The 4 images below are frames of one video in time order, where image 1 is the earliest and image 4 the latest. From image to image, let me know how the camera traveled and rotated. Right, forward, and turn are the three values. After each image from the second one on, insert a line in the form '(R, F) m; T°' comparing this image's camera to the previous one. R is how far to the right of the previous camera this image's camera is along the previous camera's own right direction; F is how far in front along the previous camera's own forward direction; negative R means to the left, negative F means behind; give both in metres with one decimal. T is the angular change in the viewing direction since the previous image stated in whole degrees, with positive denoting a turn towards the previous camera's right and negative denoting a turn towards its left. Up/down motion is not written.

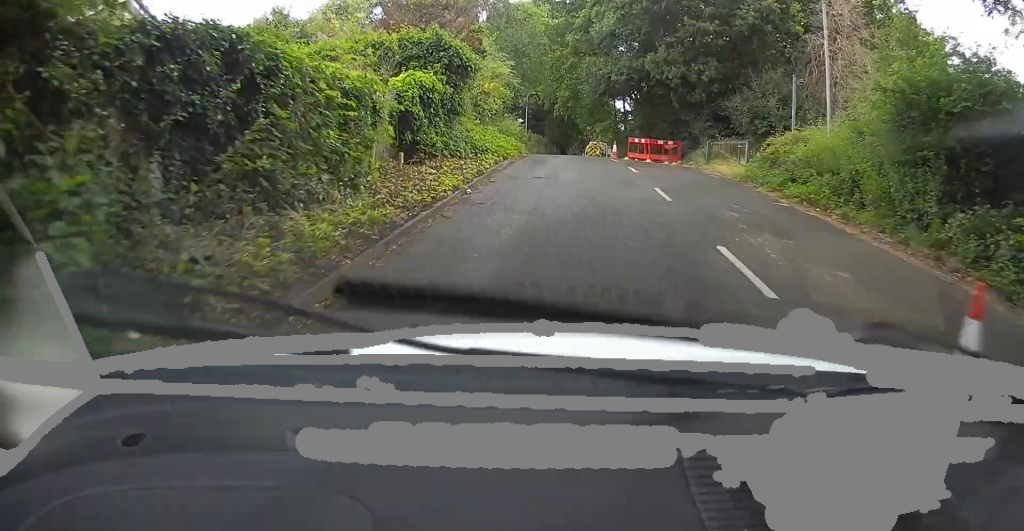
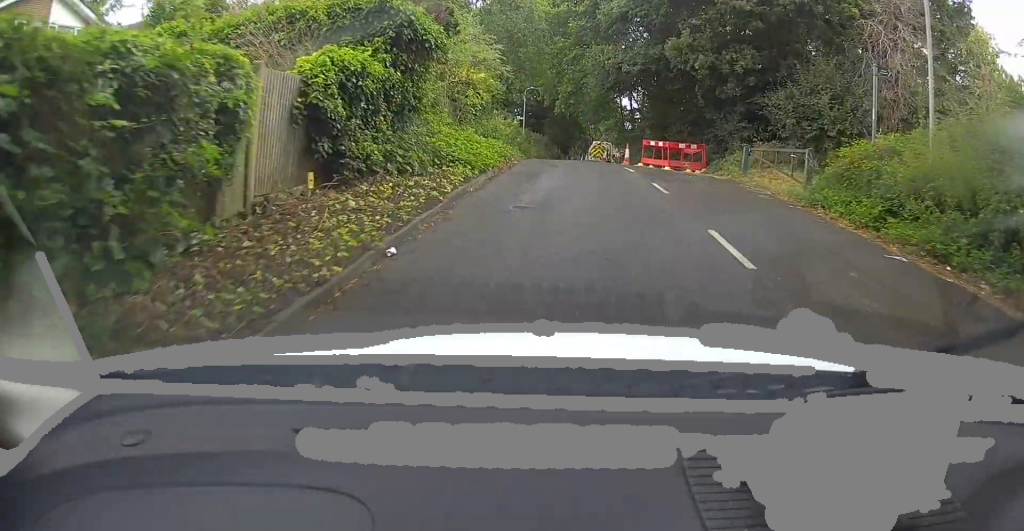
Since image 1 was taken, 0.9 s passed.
(-0.1, +4.3) m; 0°
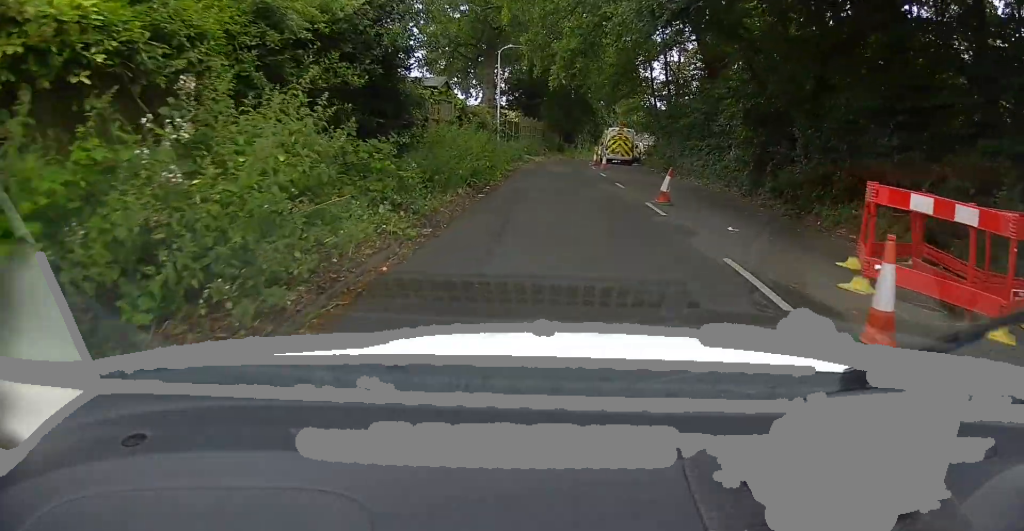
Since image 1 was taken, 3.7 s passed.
(+1.0, +19.0) m; +6°
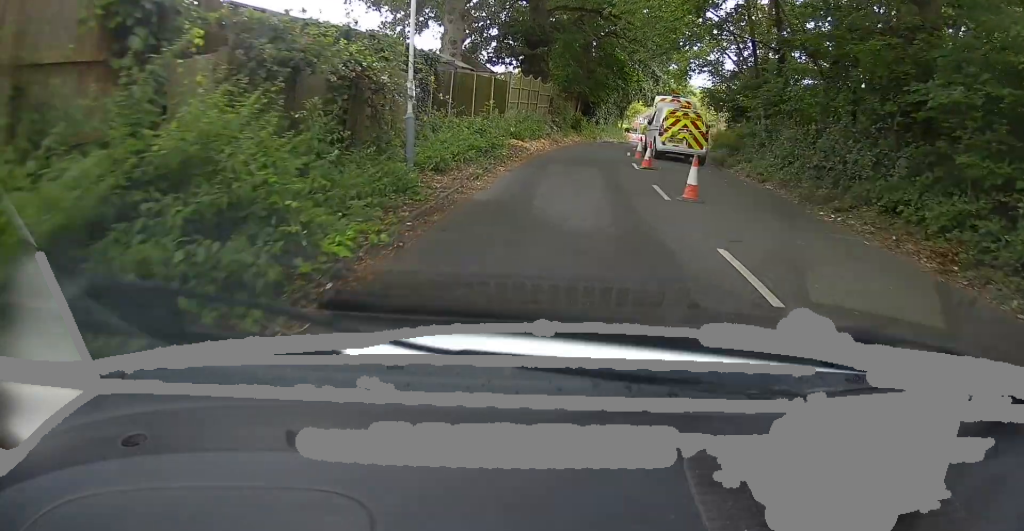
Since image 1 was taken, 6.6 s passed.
(+0.5, +19.5) m; 0°
